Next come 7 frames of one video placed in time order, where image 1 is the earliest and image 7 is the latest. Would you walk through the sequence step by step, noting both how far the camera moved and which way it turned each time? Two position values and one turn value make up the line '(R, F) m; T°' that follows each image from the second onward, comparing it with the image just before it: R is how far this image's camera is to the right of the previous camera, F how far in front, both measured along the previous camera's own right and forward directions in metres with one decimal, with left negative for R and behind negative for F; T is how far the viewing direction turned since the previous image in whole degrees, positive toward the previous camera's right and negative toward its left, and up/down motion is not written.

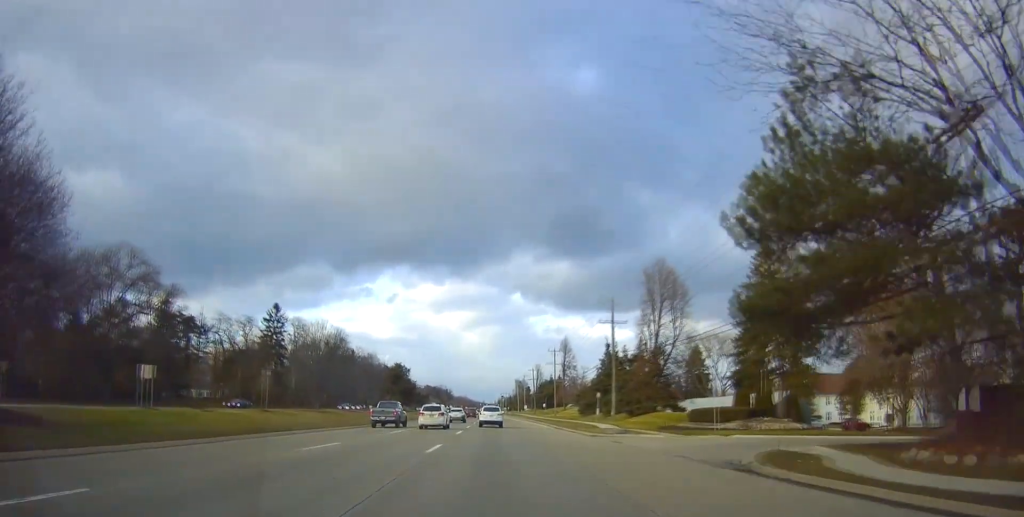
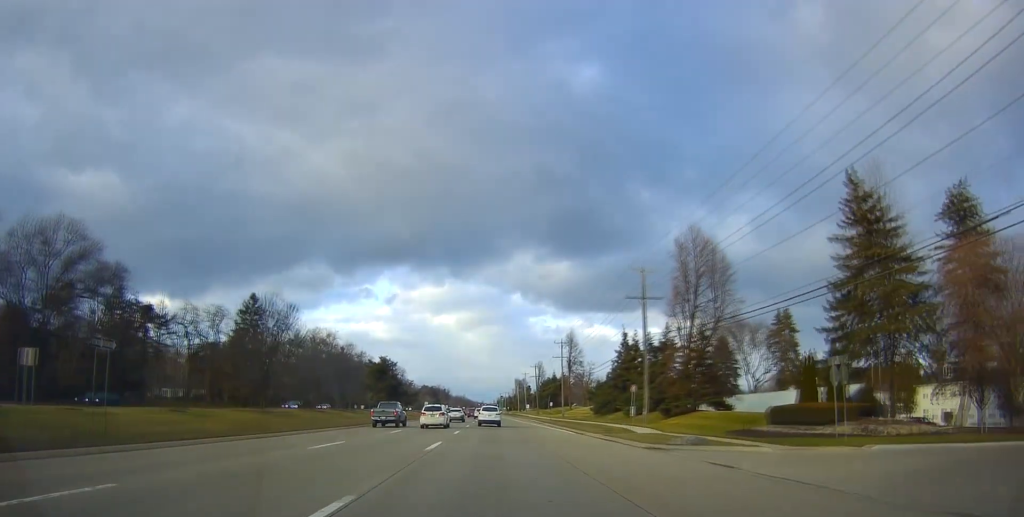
(0.0, +13.7) m; 0°
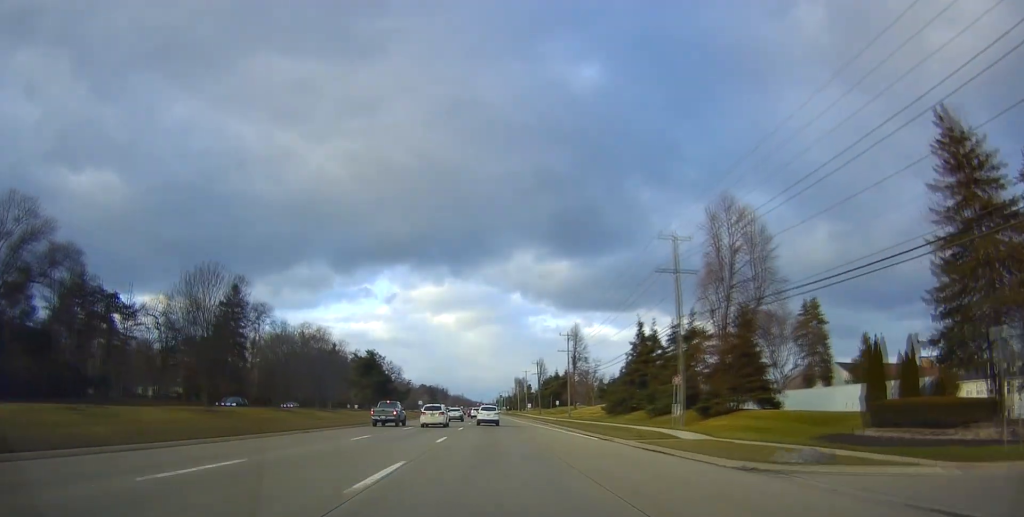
(0.0, +9.6) m; 0°
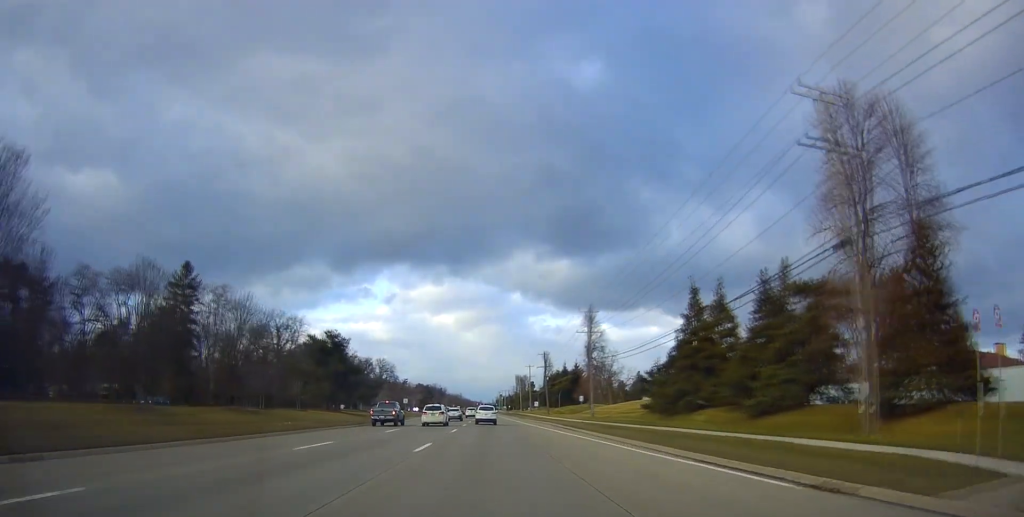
(-0.2, +21.2) m; -2°
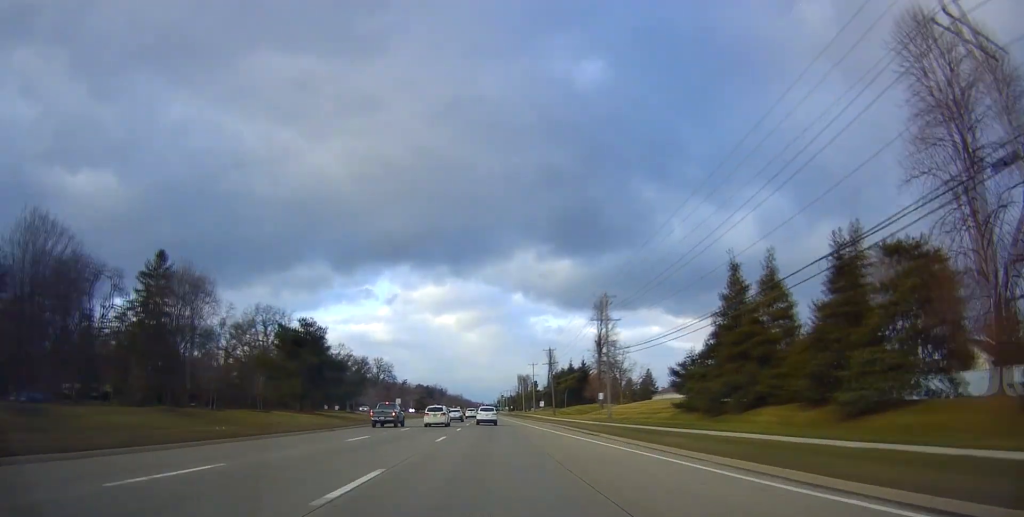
(-0.4, +9.6) m; 0°
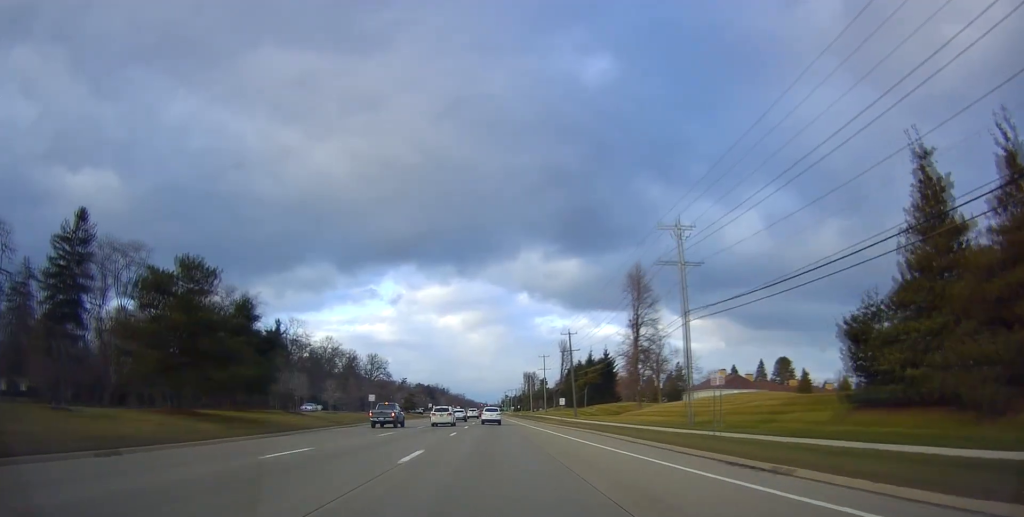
(+0.4, +23.9) m; +2°
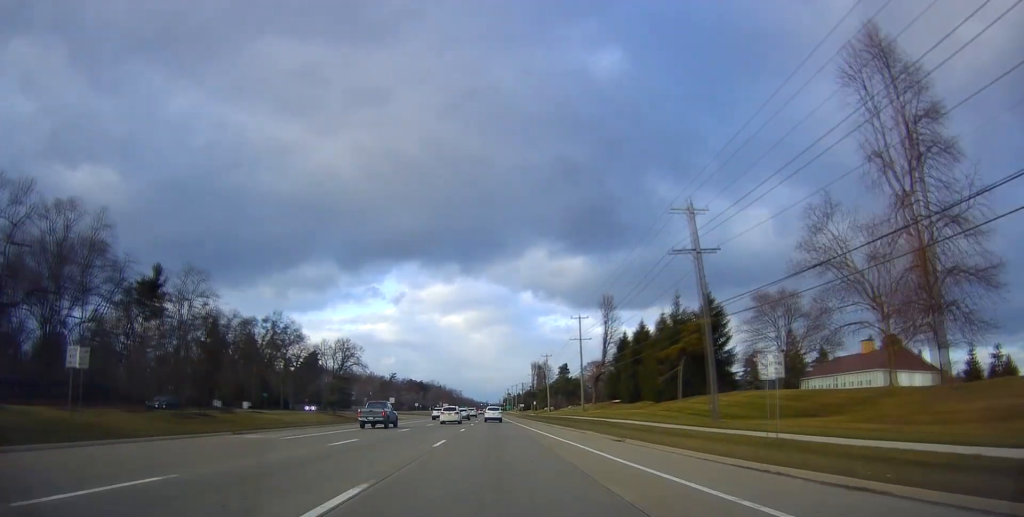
(-0.6, +55.5) m; -2°
